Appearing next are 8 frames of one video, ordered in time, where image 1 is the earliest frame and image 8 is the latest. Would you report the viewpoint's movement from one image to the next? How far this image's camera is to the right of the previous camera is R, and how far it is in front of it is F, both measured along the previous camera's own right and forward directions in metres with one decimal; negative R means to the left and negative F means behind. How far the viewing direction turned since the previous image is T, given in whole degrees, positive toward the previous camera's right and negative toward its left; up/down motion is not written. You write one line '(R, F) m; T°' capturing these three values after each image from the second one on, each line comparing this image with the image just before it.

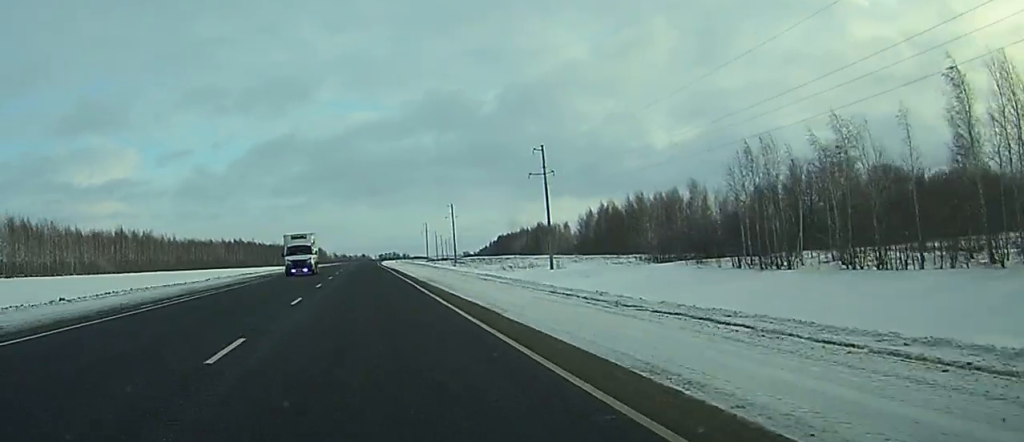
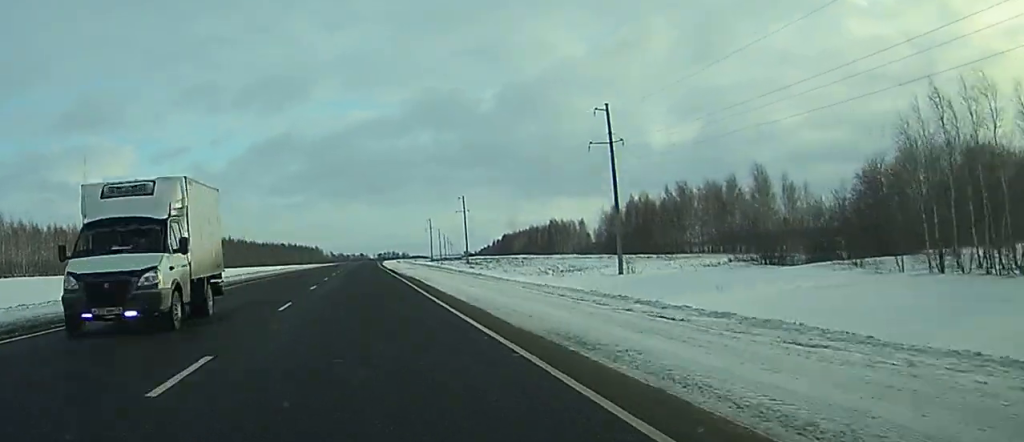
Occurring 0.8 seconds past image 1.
(0.0, +26.1) m; 0°
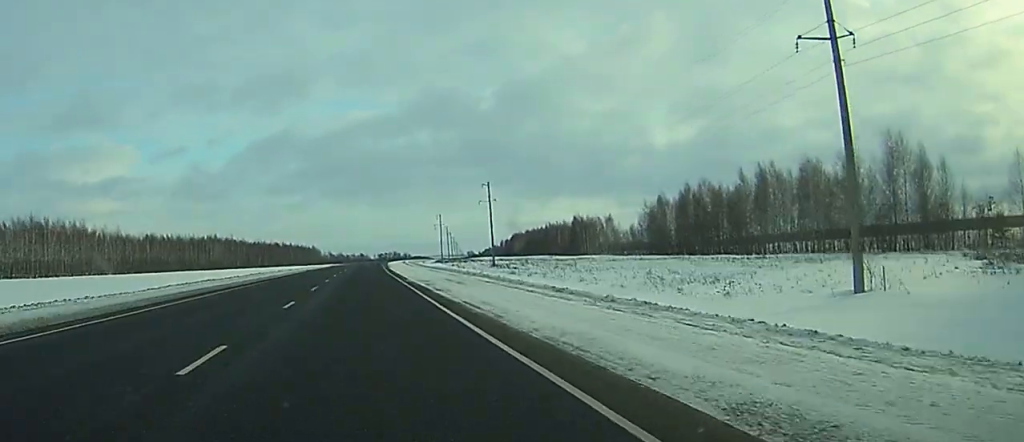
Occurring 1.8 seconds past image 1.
(0.0, +34.1) m; 0°
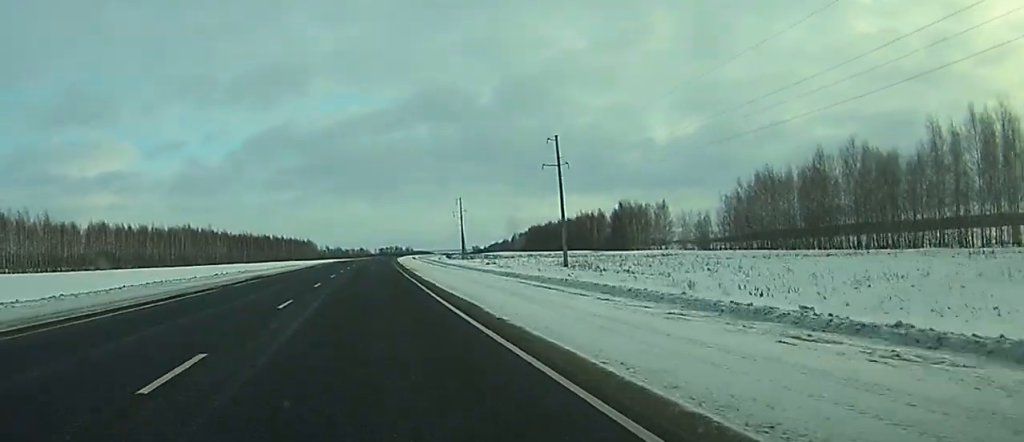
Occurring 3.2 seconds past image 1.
(+0.2, +49.0) m; 0°
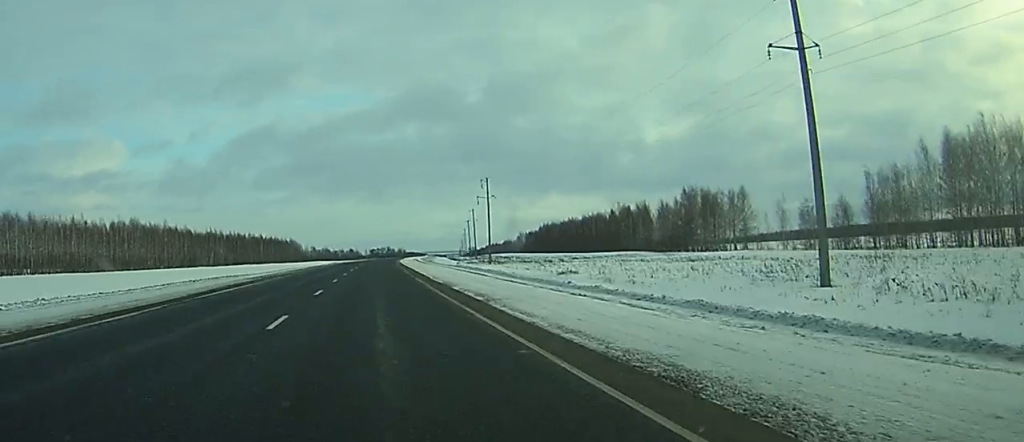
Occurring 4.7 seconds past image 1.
(+0.1, +52.7) m; 0°
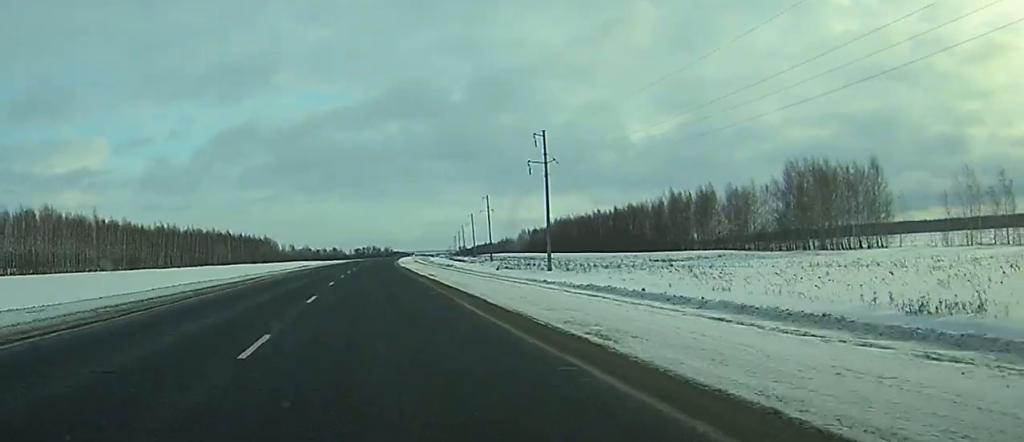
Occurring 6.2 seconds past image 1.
(+0.1, +51.8) m; 0°
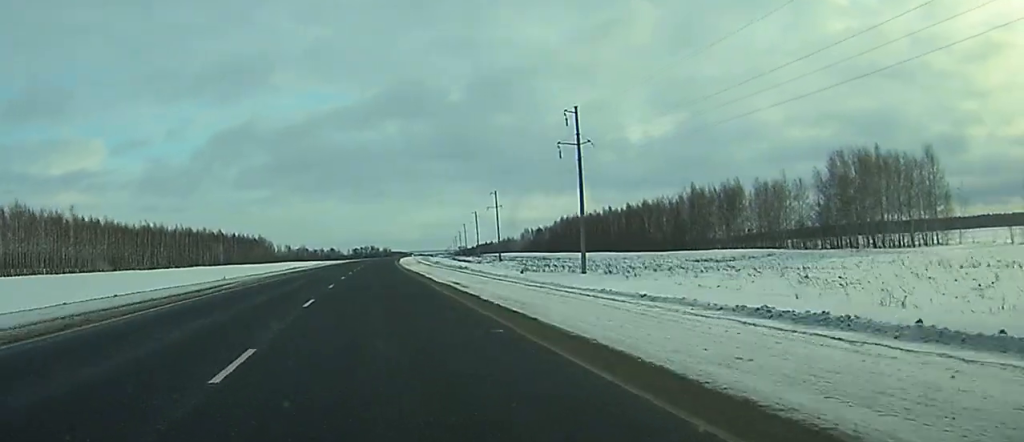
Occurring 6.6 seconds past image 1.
(0.0, +13.8) m; 0°
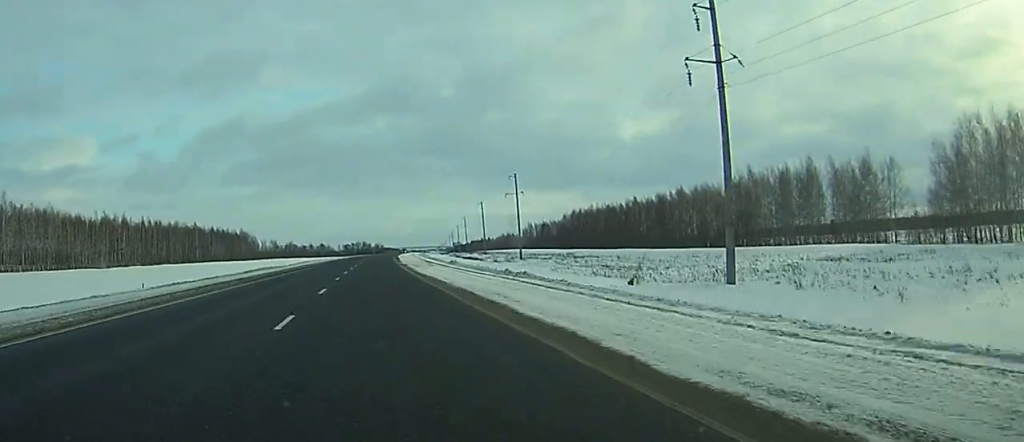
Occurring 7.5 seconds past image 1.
(+0.1, +30.1) m; 0°
